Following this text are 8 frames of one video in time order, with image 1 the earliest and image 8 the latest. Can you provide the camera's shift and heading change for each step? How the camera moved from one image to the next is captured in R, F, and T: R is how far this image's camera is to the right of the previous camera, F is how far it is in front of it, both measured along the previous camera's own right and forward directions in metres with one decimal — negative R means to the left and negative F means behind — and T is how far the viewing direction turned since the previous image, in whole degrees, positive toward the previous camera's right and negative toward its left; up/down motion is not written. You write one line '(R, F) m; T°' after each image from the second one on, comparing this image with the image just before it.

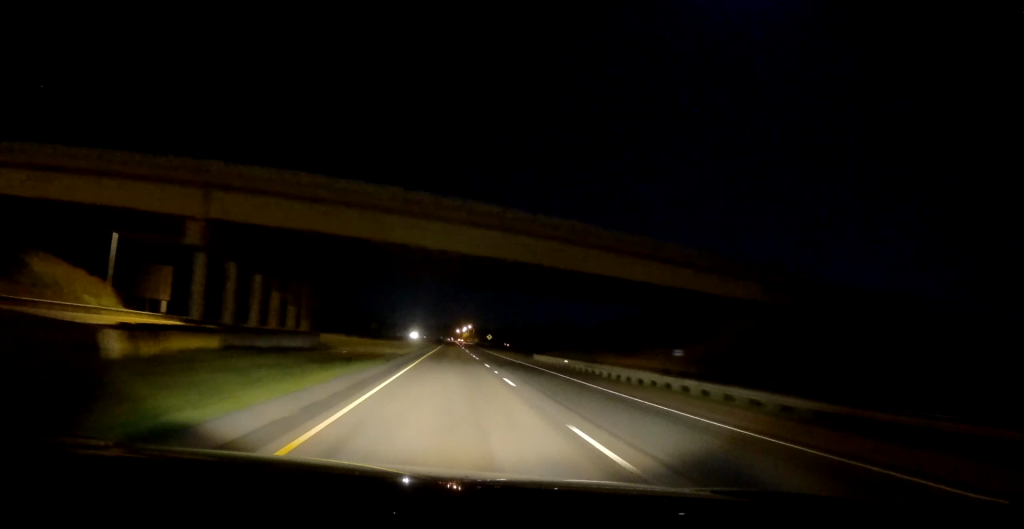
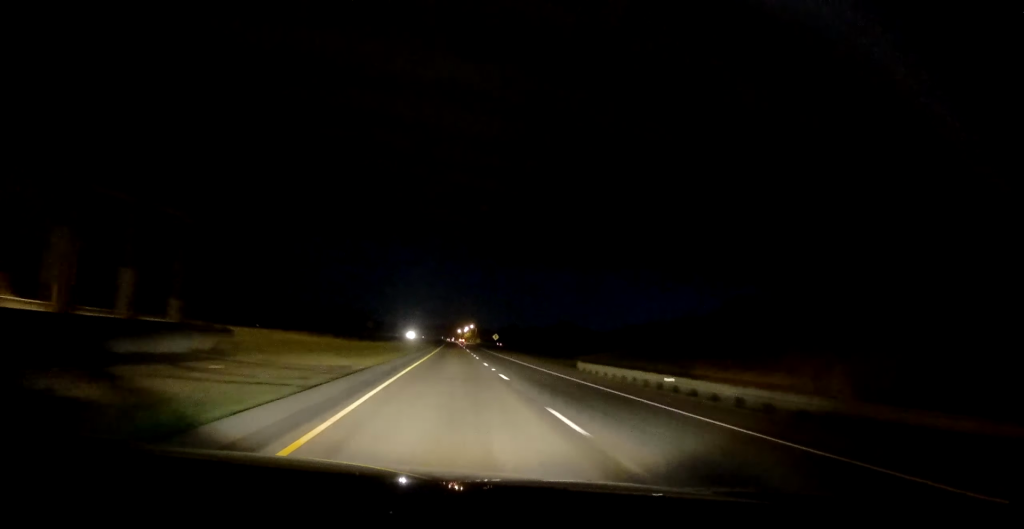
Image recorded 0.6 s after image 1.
(0.0, +21.6) m; 0°
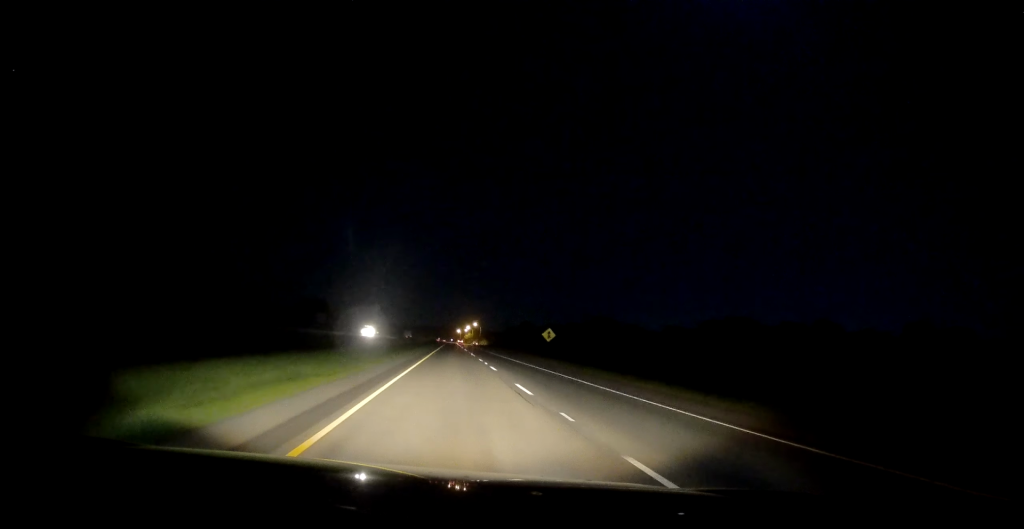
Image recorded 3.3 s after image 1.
(0.0, +91.4) m; 0°
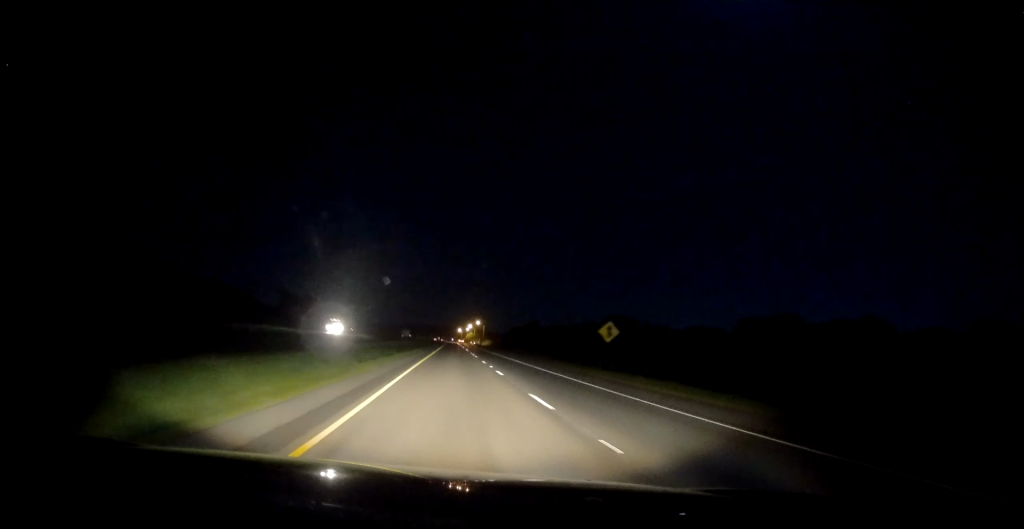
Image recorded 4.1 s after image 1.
(0.0, +27.8) m; 0°
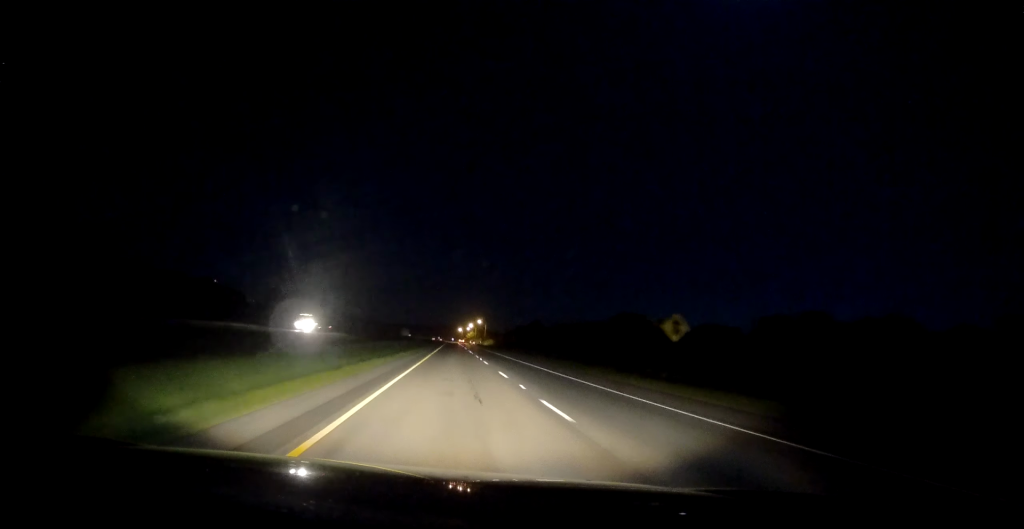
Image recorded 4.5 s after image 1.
(0.0, +13.9) m; 0°
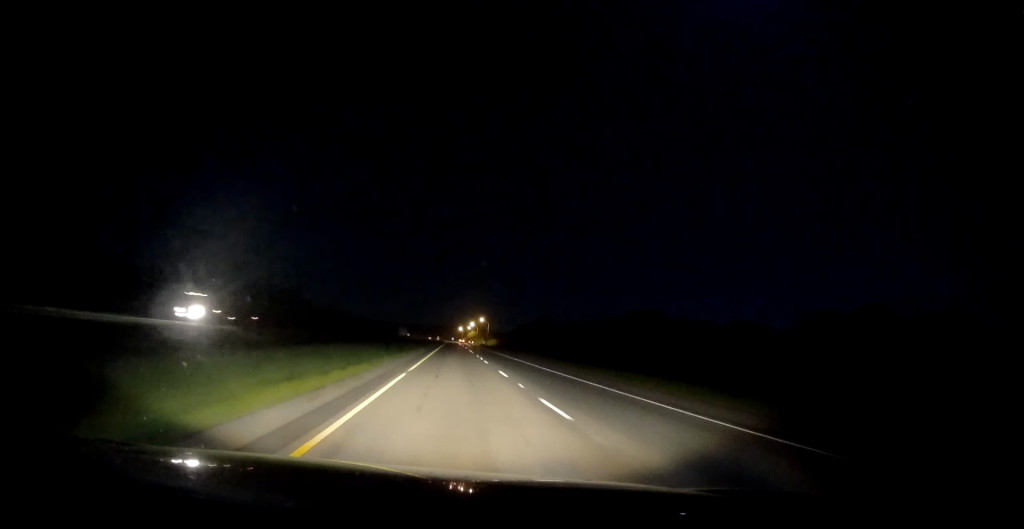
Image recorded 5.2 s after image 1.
(0.0, +24.3) m; 0°
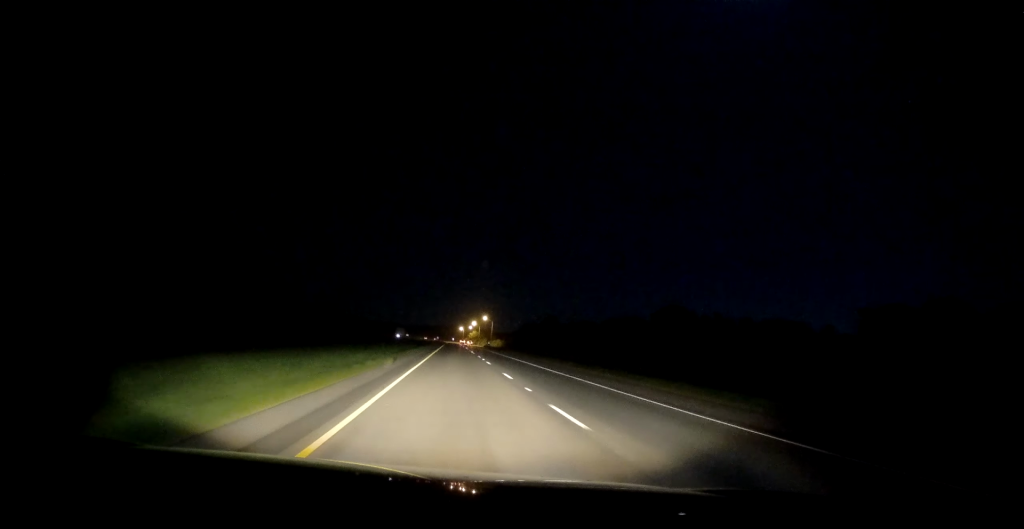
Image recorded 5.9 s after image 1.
(0.0, +25.5) m; 0°
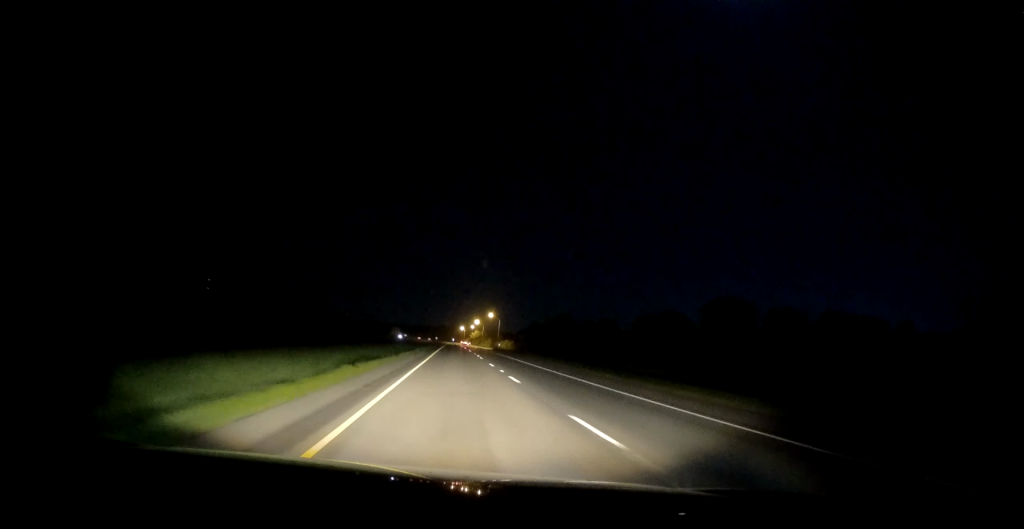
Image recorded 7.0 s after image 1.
(0.0, +38.2) m; 0°
